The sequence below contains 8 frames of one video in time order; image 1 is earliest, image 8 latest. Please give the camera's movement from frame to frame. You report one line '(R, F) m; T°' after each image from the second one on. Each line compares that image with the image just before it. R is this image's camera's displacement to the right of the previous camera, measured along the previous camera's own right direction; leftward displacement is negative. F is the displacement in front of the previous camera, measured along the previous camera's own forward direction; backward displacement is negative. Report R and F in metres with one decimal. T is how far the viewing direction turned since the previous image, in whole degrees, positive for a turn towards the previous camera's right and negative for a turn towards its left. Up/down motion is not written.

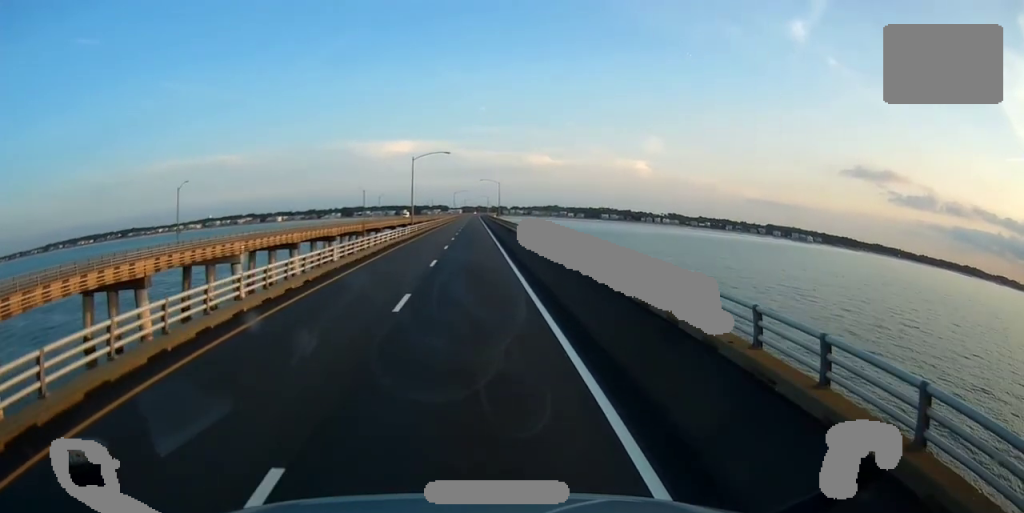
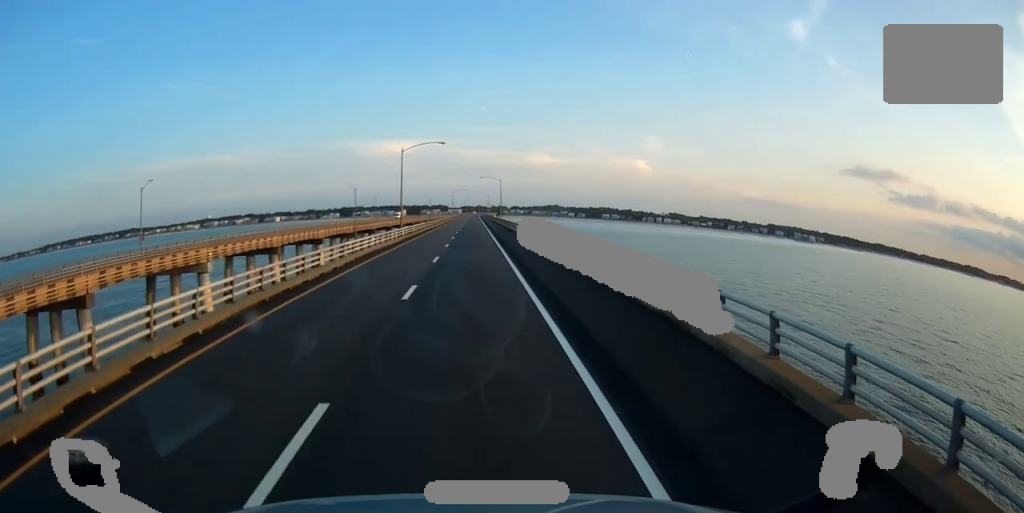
(-0.1, +10.2) m; 0°
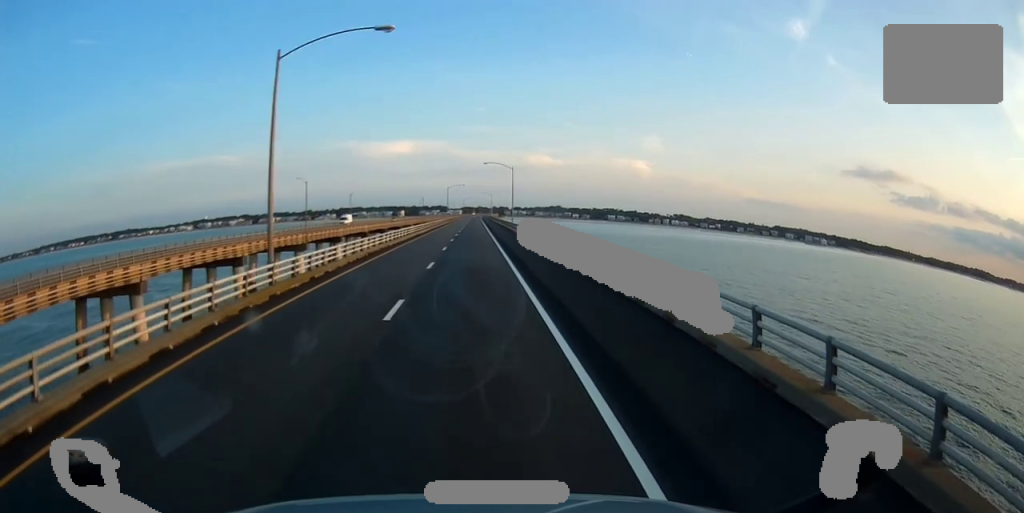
(-0.2, +39.5) m; -1°
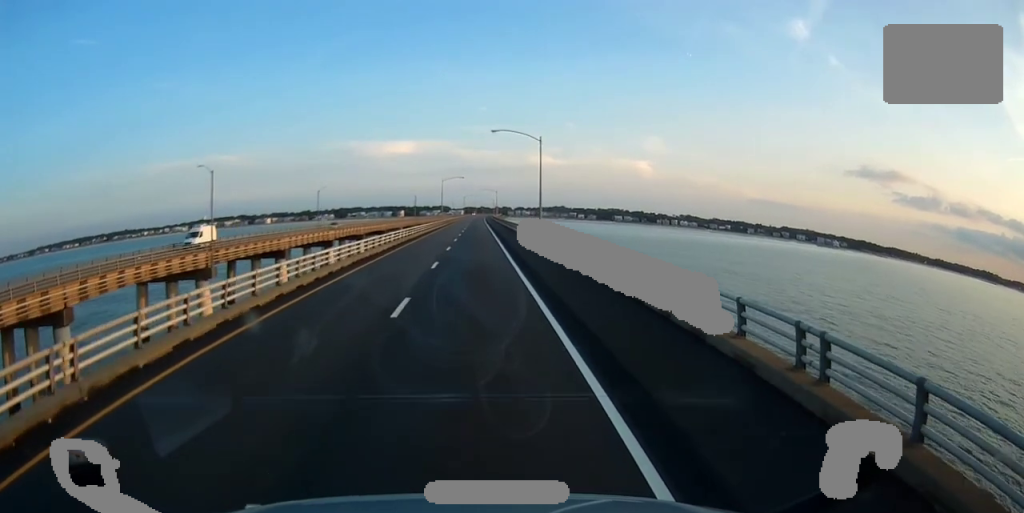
(0.0, +36.5) m; 0°
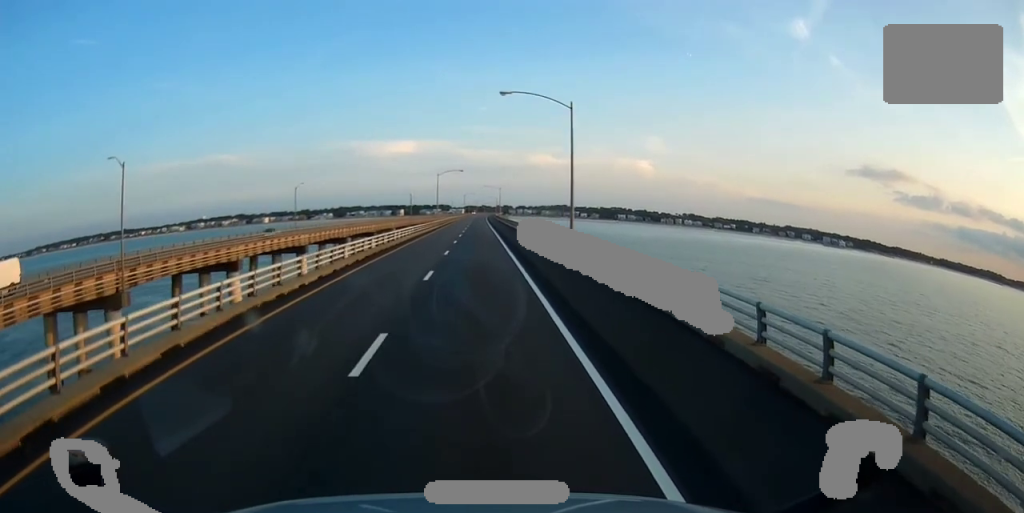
(-0.2, +17.2) m; 0°
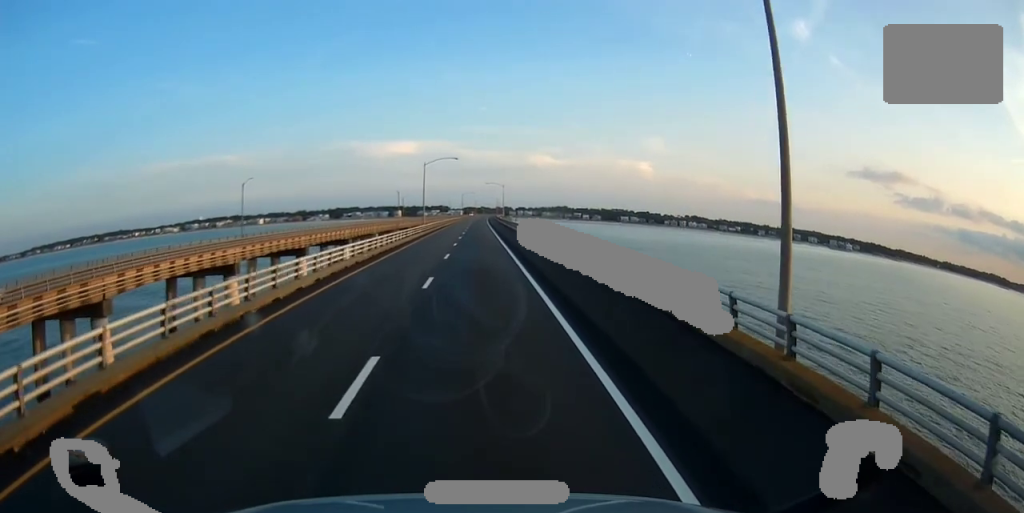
(0.0, +26.3) m; +1°
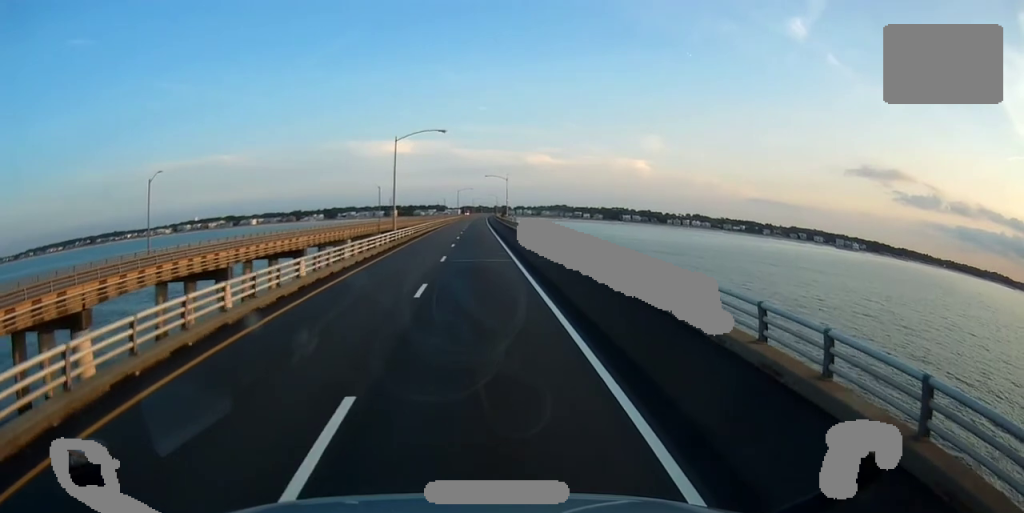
(+0.2, +26.3) m; 0°
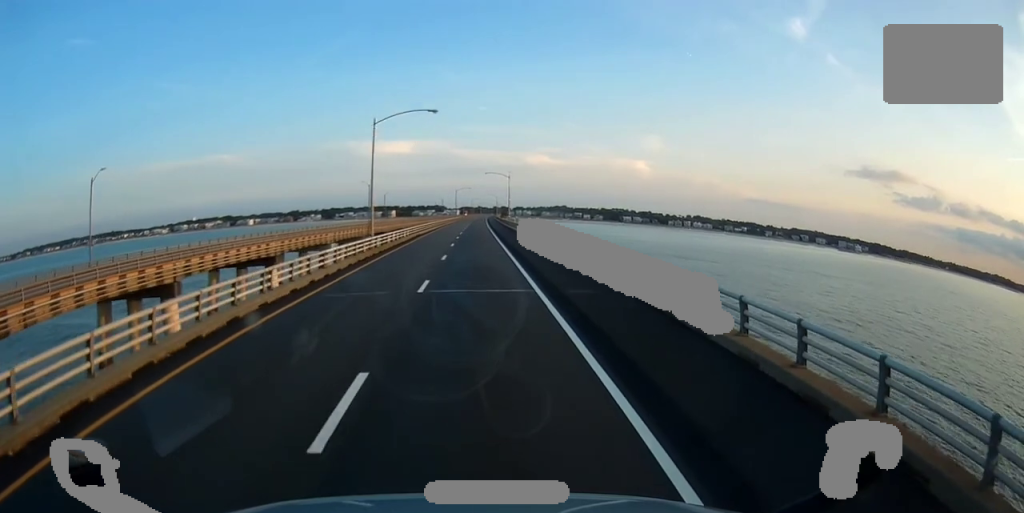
(0.0, +11.1) m; 0°
